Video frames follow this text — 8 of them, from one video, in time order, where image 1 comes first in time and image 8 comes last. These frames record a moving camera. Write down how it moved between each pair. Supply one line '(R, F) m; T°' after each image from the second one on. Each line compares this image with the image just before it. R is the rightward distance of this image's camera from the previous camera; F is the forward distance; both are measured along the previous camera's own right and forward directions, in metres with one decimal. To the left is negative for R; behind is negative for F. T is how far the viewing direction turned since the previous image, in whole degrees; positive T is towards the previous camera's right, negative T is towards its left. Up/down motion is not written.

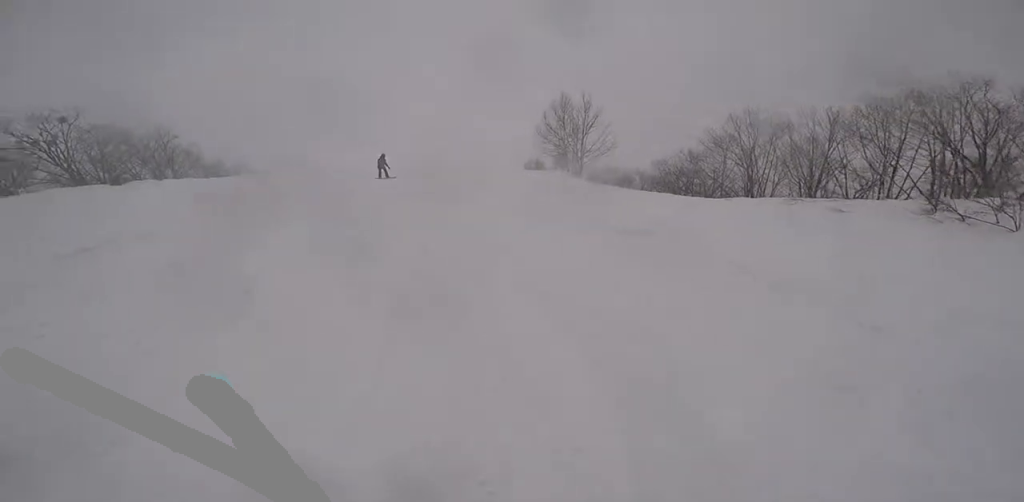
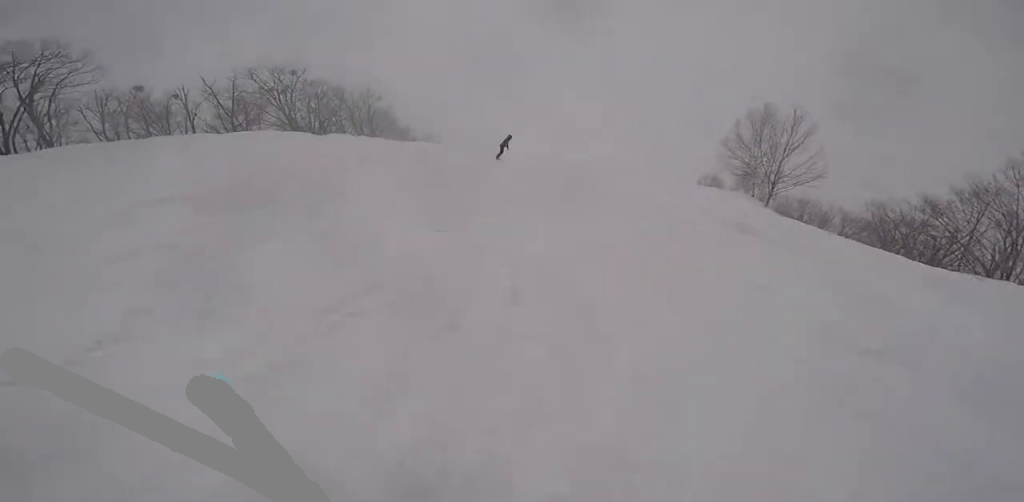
(-0.2, +2.3) m; -15°
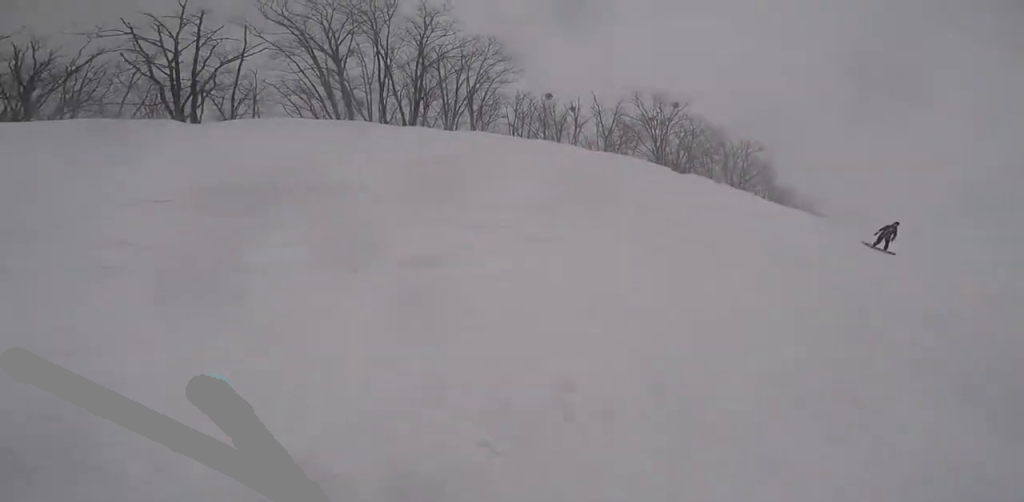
(-0.7, +3.4) m; -33°
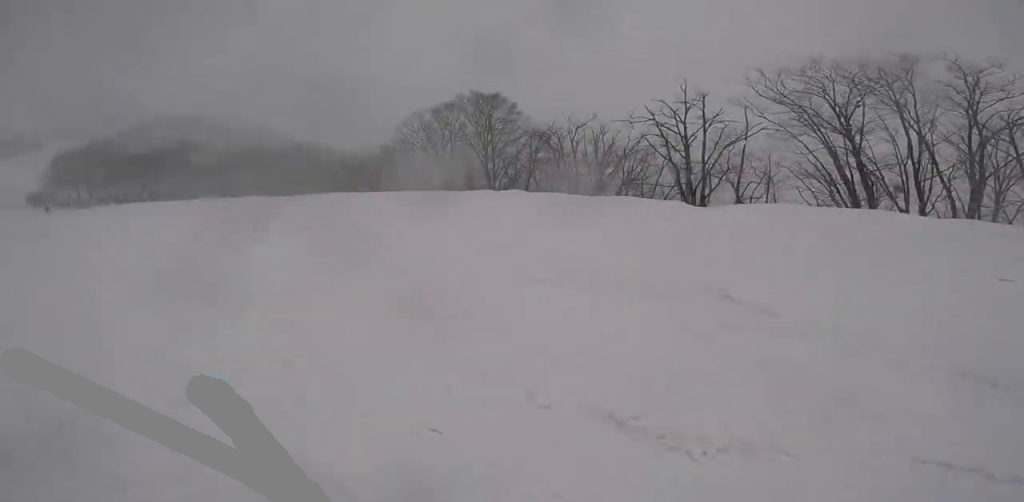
(-0.2, +2.4) m; -26°
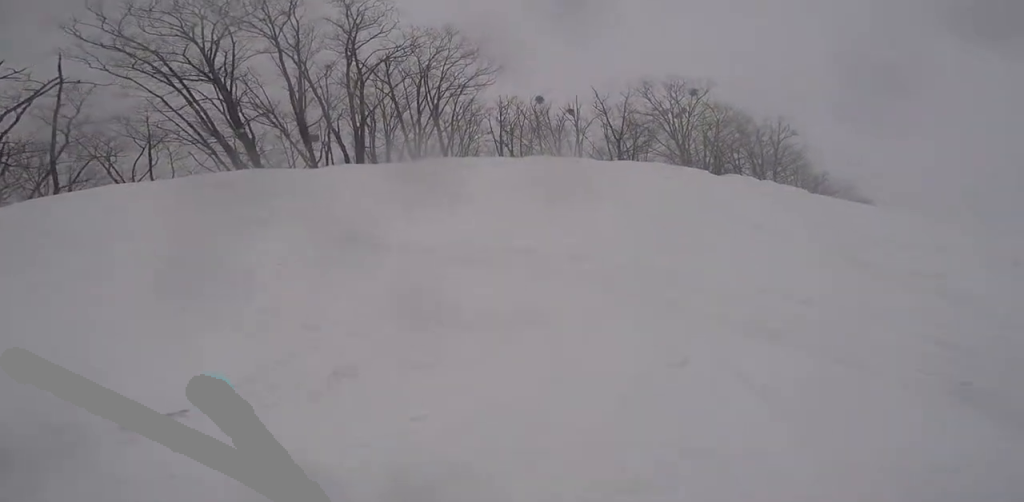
(-1.9, +7.7) m; -12°
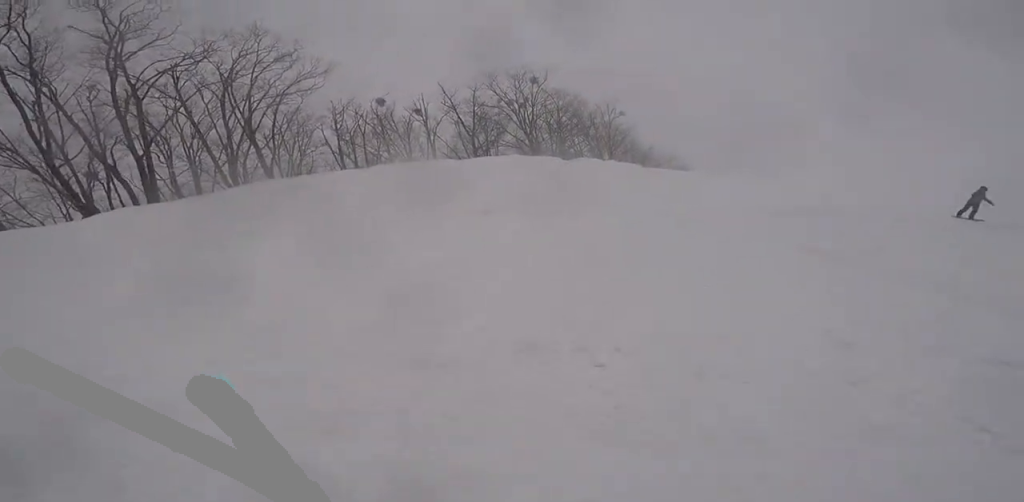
(+0.1, +2.9) m; +17°
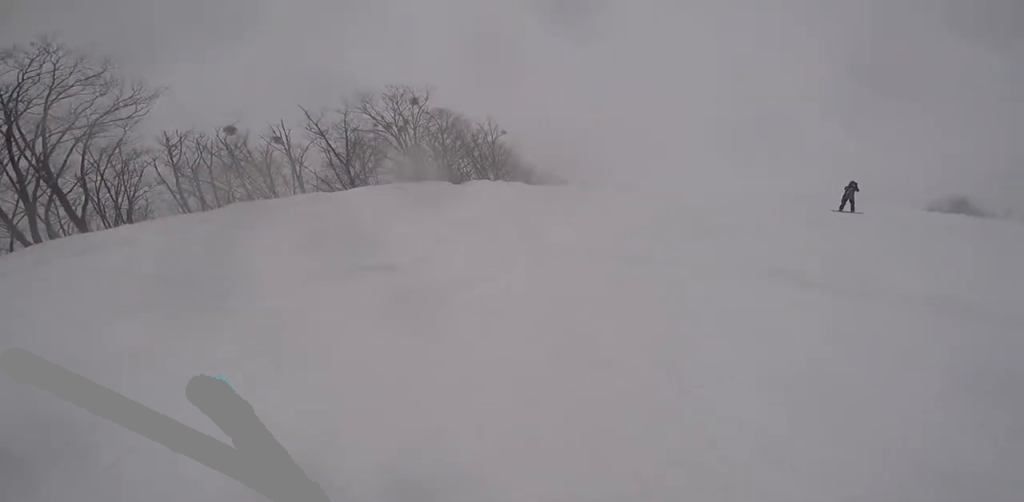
(+0.7, +2.6) m; +31°
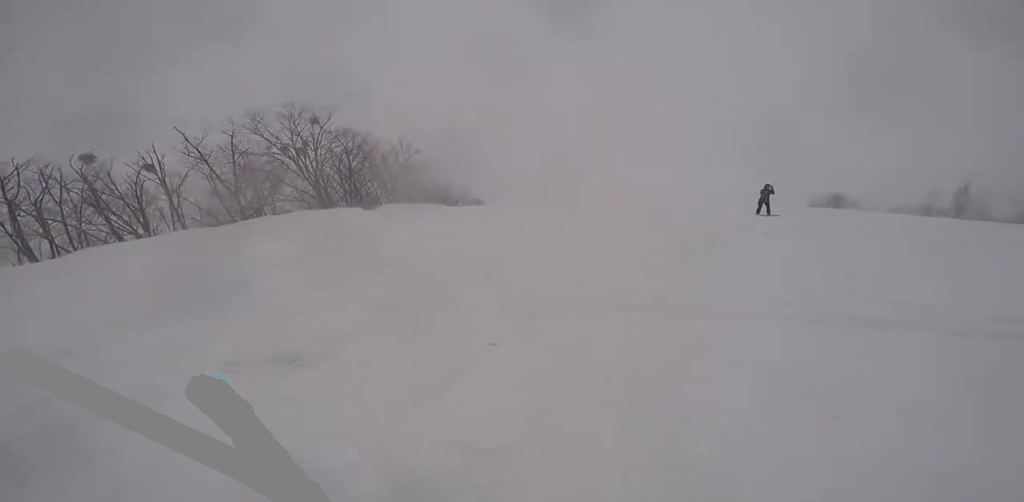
(+0.3, +2.1) m; +21°
